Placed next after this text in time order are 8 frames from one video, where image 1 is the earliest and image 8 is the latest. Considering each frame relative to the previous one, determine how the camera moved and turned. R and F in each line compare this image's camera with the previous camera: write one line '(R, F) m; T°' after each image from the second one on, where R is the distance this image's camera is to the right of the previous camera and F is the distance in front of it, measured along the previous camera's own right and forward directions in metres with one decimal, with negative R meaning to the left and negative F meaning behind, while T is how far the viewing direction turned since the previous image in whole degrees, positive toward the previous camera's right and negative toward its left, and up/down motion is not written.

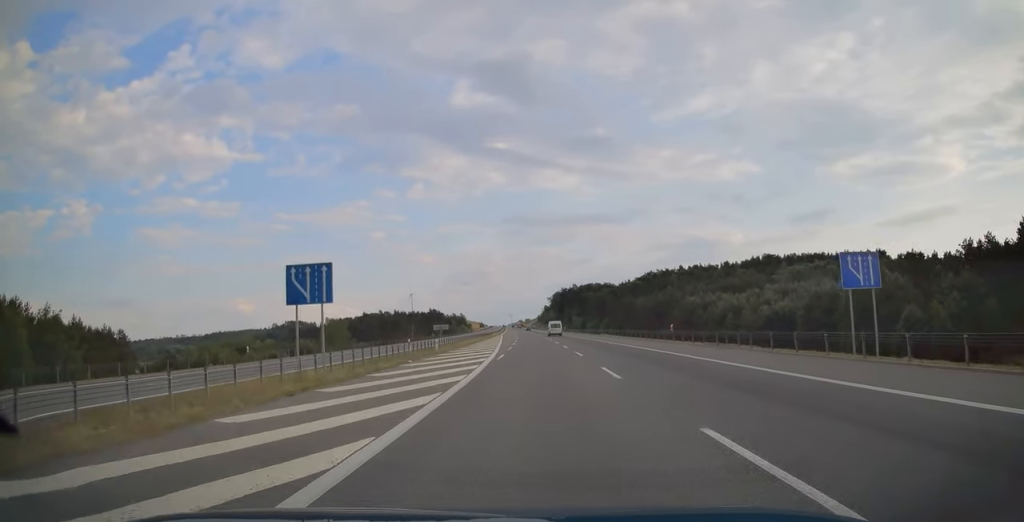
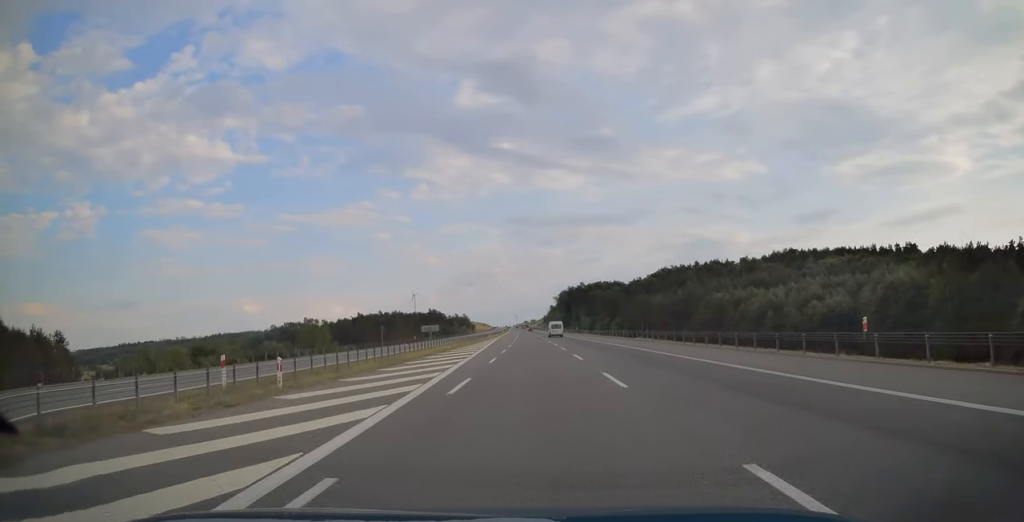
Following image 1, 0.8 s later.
(-0.1, +26.1) m; 0°
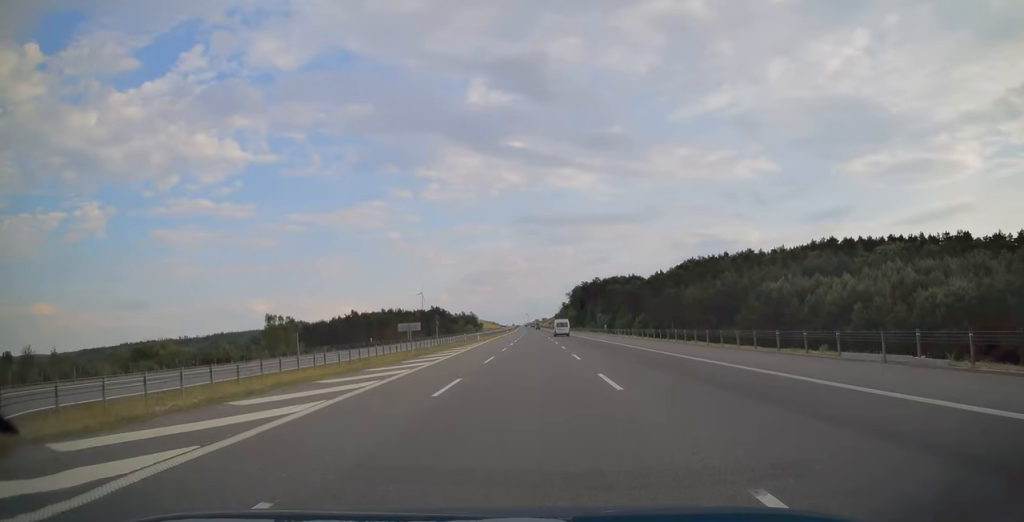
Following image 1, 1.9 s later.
(-0.1, +36.6) m; -1°
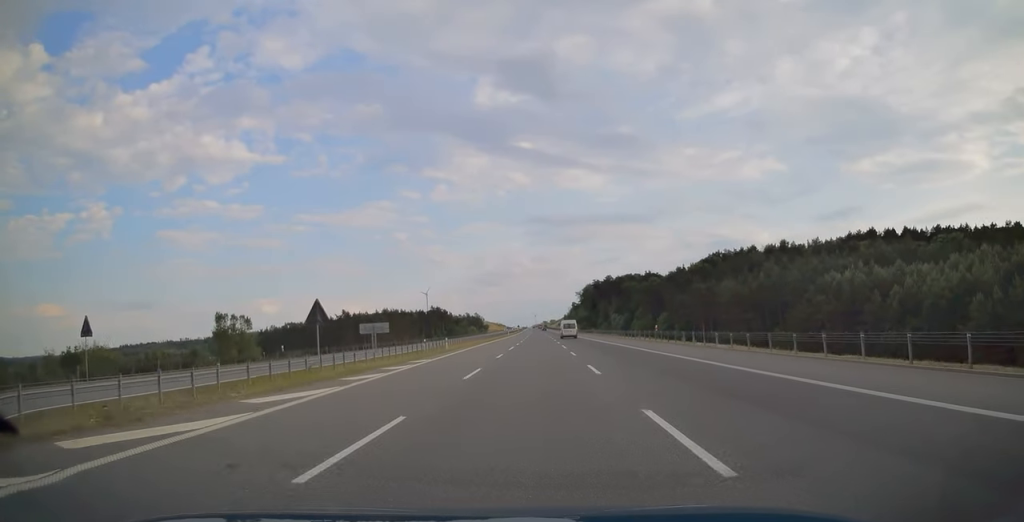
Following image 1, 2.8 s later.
(-0.2, +31.1) m; -1°
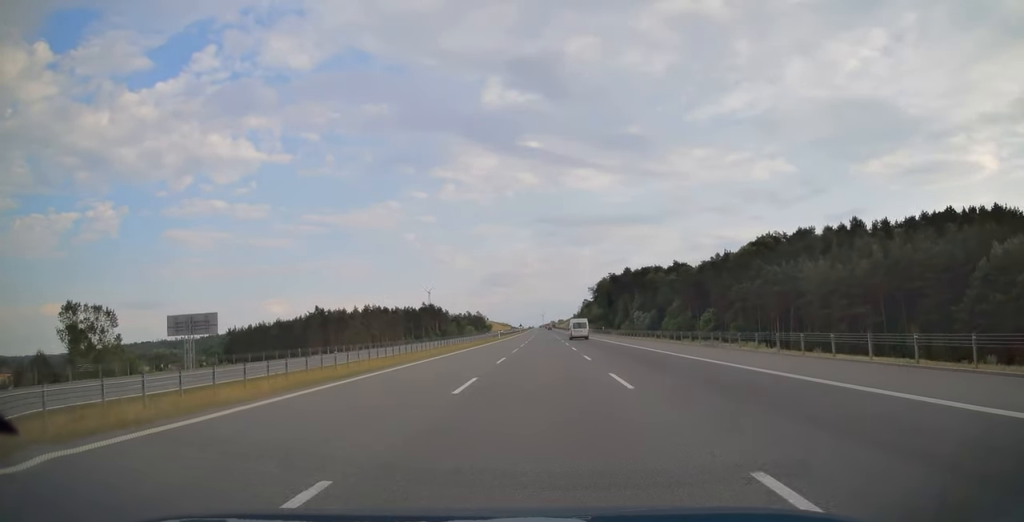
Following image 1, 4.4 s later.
(-0.6, +52.0) m; -1°
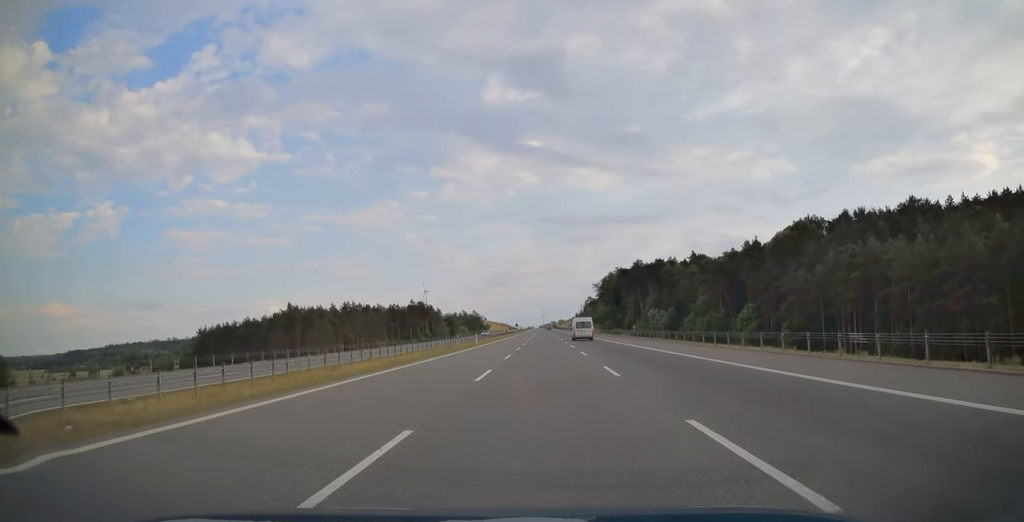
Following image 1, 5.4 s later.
(-0.2, +32.7) m; 0°
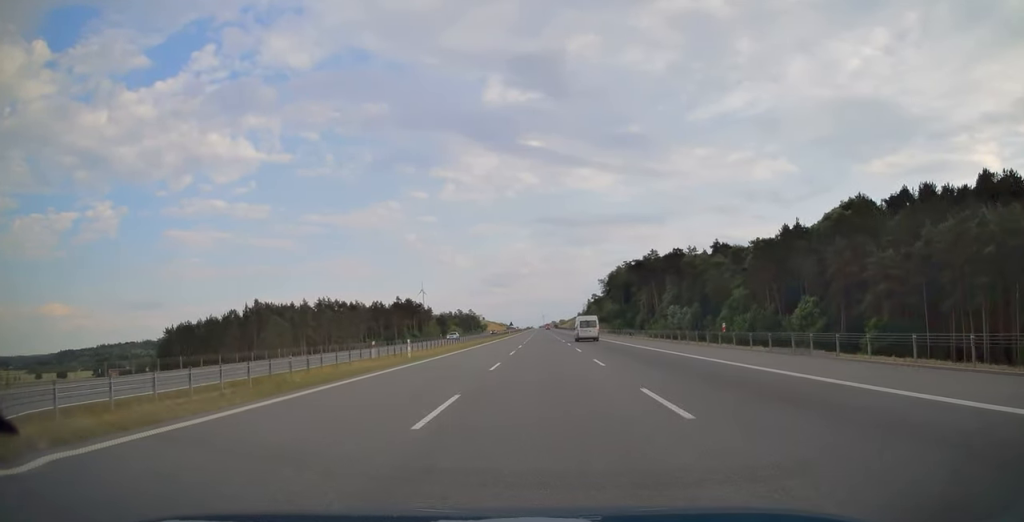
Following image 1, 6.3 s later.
(0.0, +31.7) m; 0°
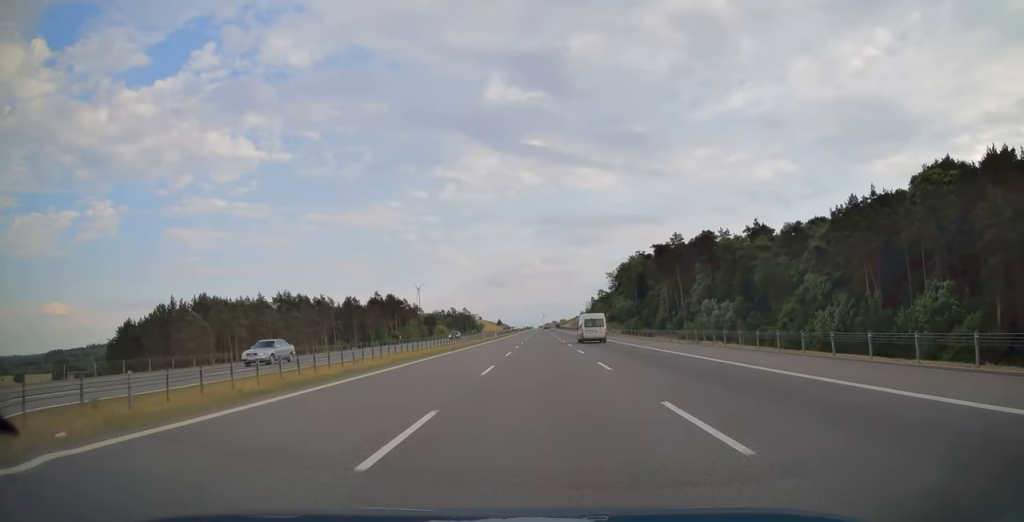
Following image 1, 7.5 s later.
(-0.1, +38.5) m; 0°
